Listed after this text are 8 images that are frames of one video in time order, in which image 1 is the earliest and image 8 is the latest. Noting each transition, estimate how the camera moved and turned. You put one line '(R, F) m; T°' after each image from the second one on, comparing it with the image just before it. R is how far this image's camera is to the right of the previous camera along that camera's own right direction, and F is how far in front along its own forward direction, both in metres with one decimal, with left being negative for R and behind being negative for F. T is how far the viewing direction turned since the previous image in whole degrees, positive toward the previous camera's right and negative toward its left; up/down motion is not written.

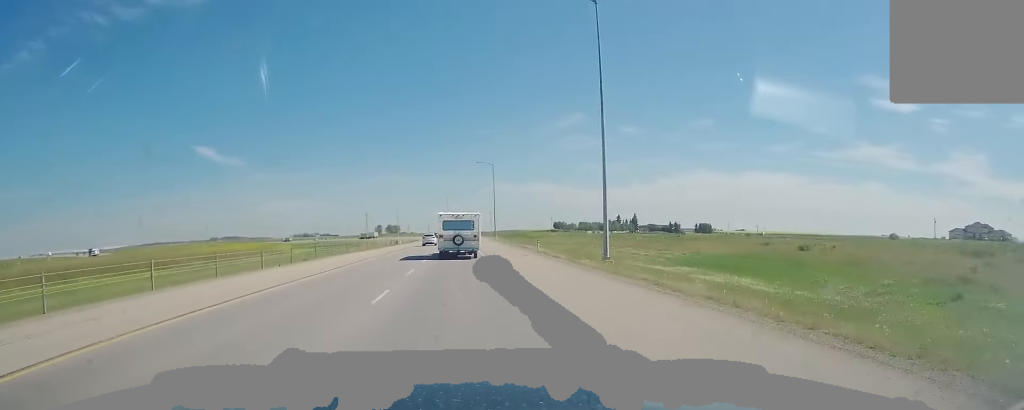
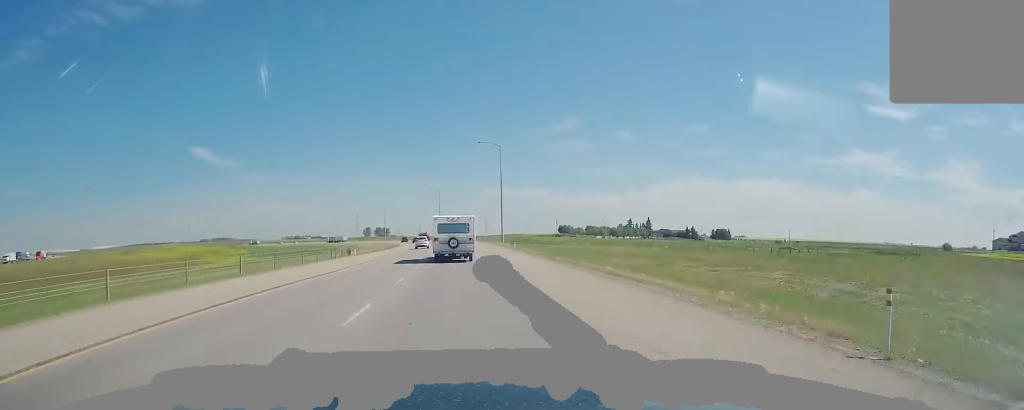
(+0.4, +38.8) m; +1°
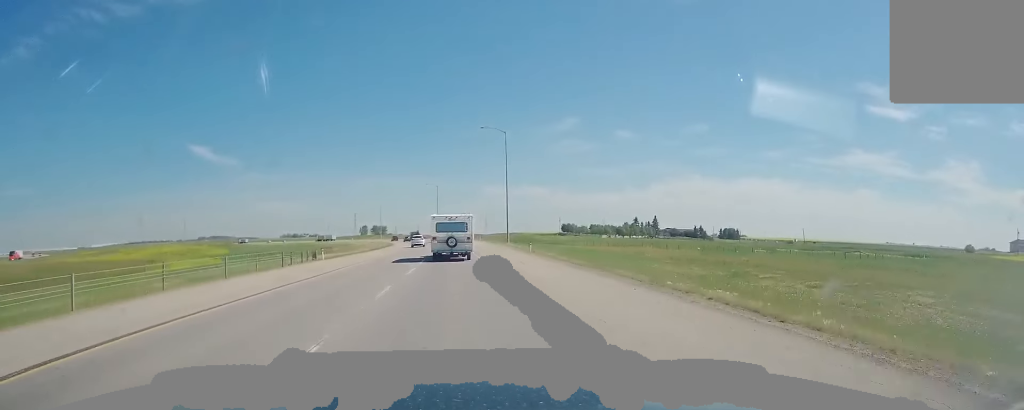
(+0.1, +14.2) m; 0°
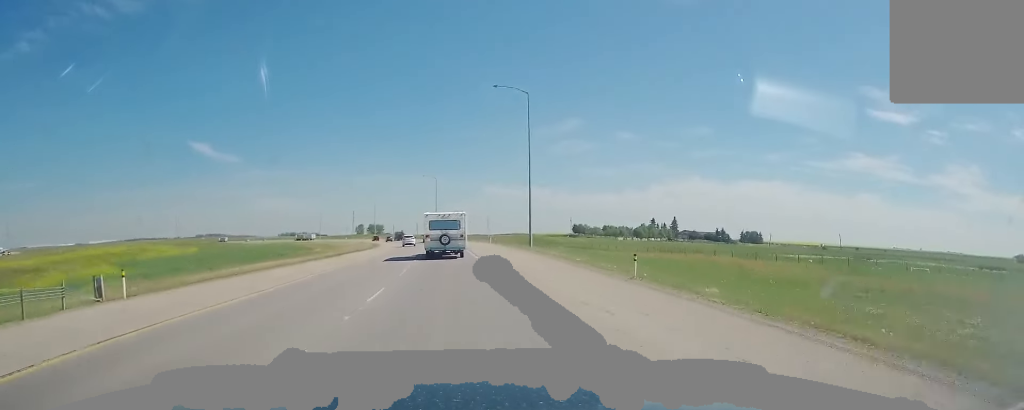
(-0.3, +28.5) m; 0°
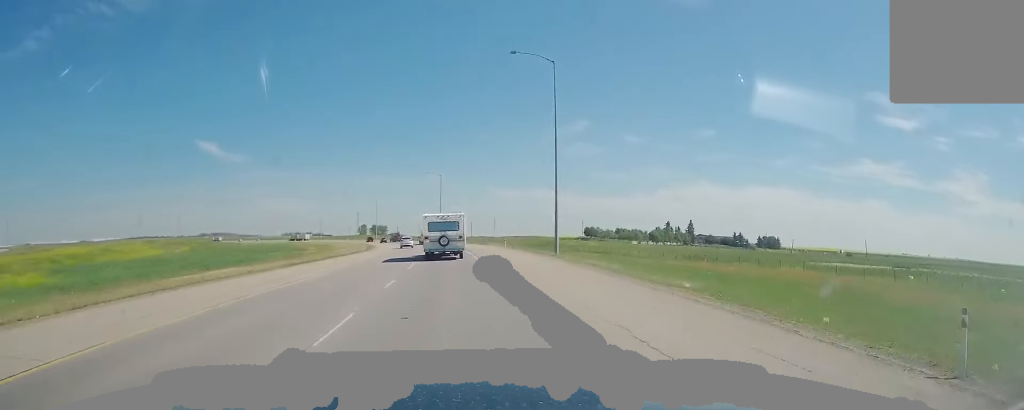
(+0.1, +14.2) m; 0°
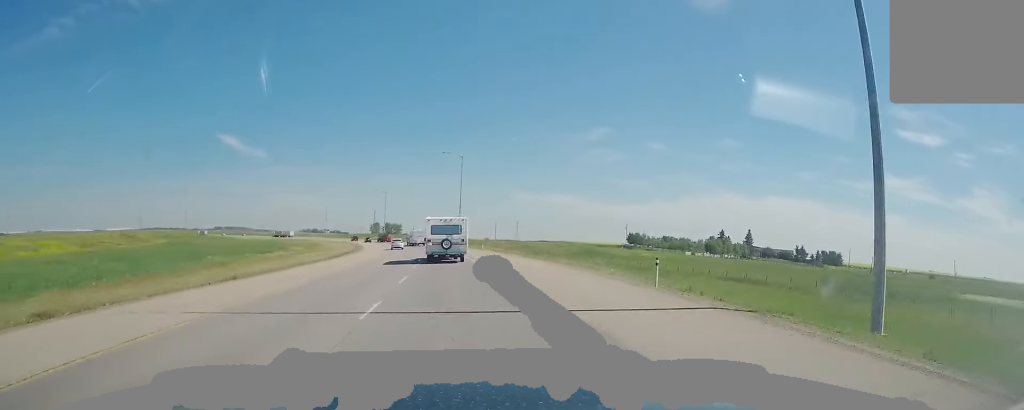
(-0.4, +42.3) m; -2°
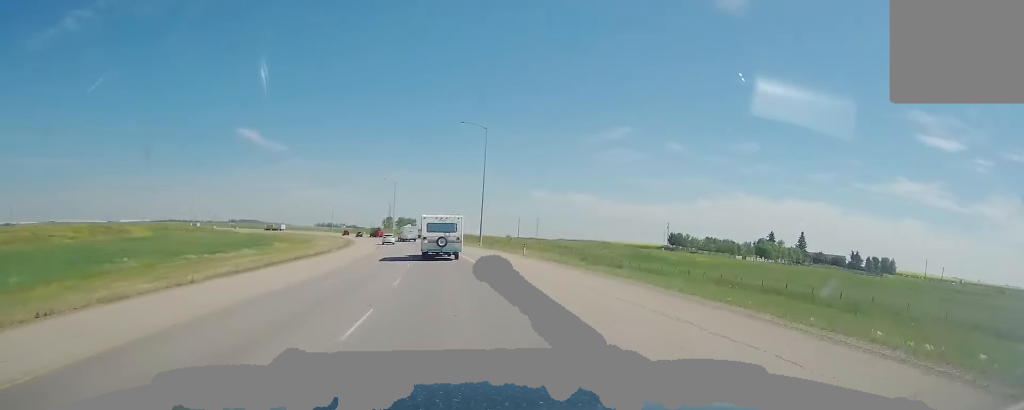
(-0.6, +29.1) m; -2°
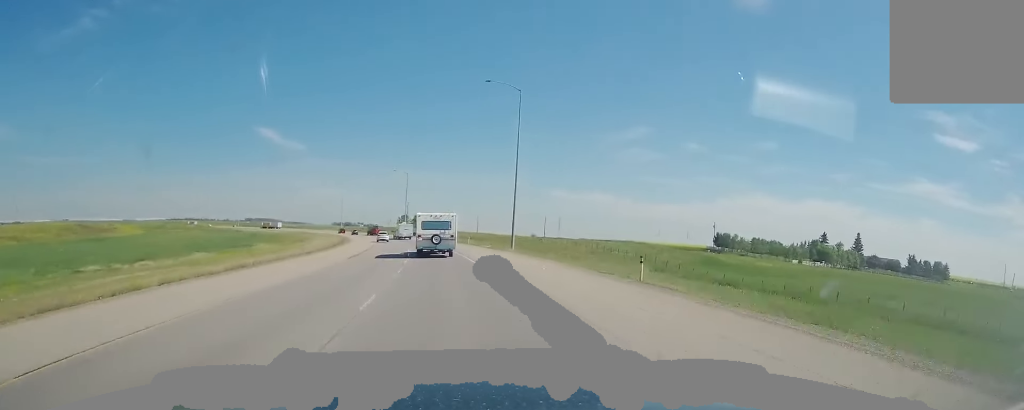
(-0.5, +24.9) m; -1°
